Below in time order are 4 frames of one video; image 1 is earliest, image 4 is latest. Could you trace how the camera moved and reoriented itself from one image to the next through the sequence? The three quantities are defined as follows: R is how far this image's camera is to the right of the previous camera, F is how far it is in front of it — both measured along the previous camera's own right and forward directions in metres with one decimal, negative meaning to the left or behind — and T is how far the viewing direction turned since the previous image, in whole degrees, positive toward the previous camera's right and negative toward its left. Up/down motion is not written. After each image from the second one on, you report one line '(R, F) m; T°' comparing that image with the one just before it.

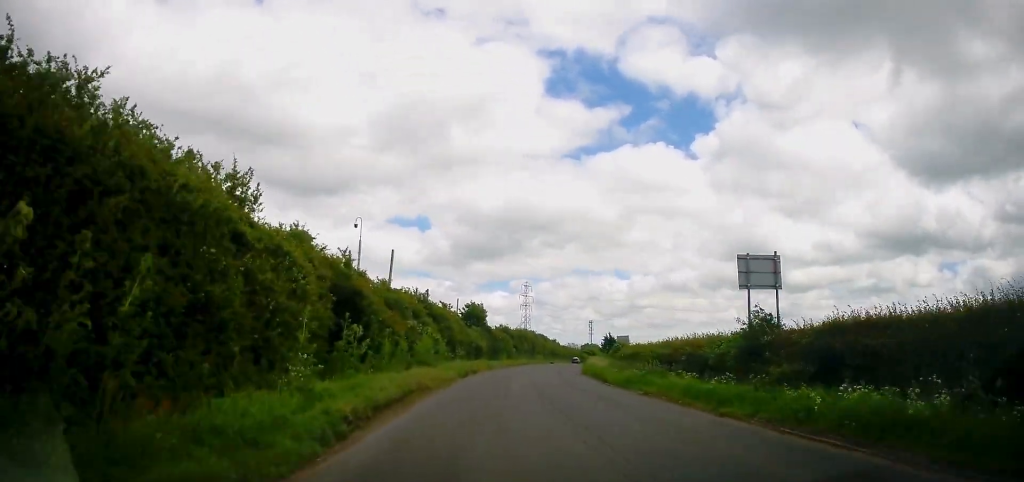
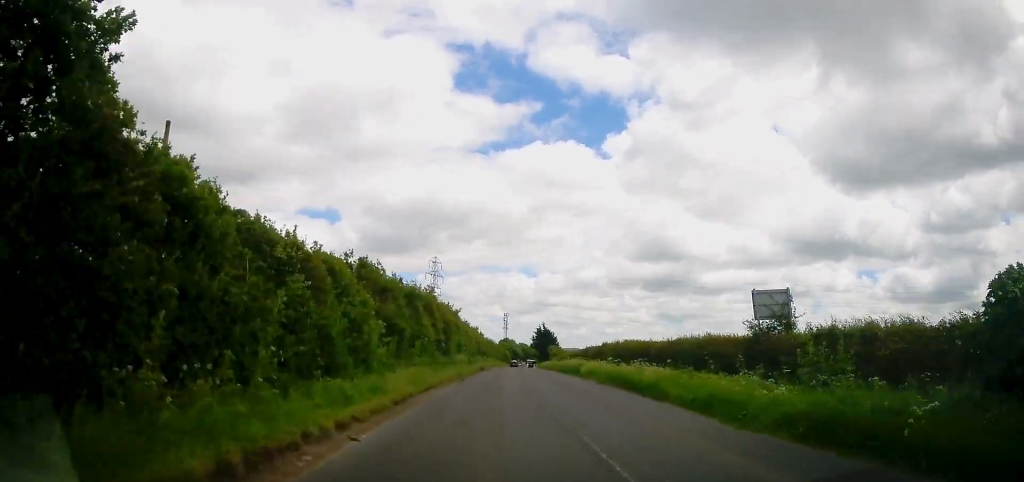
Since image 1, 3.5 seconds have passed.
(+4.4, +50.1) m; +7°
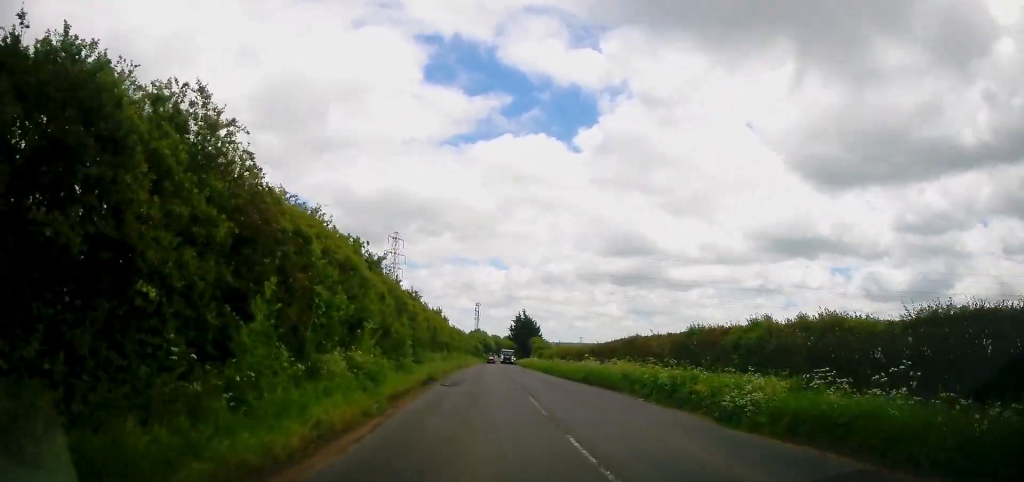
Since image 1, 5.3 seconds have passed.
(+1.2, +26.5) m; +5°
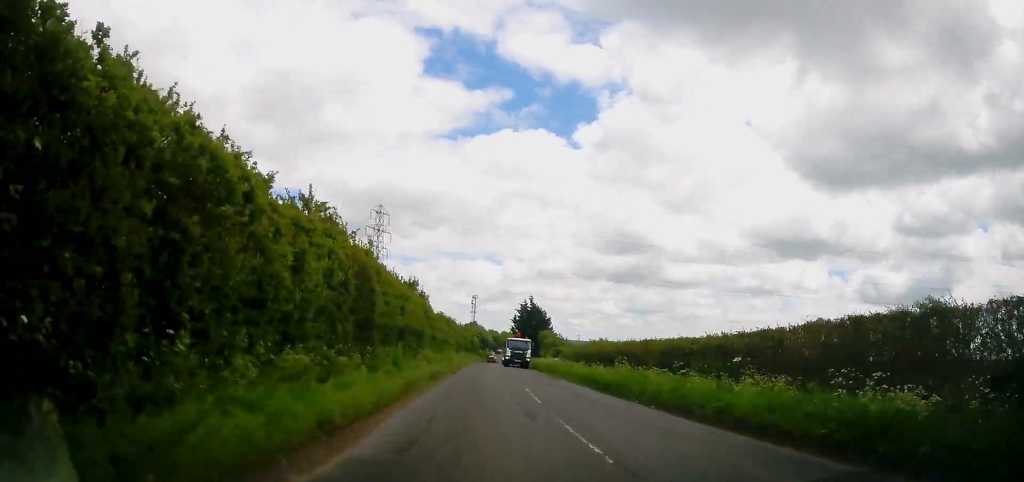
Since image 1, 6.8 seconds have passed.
(-0.1, +23.2) m; -1°
